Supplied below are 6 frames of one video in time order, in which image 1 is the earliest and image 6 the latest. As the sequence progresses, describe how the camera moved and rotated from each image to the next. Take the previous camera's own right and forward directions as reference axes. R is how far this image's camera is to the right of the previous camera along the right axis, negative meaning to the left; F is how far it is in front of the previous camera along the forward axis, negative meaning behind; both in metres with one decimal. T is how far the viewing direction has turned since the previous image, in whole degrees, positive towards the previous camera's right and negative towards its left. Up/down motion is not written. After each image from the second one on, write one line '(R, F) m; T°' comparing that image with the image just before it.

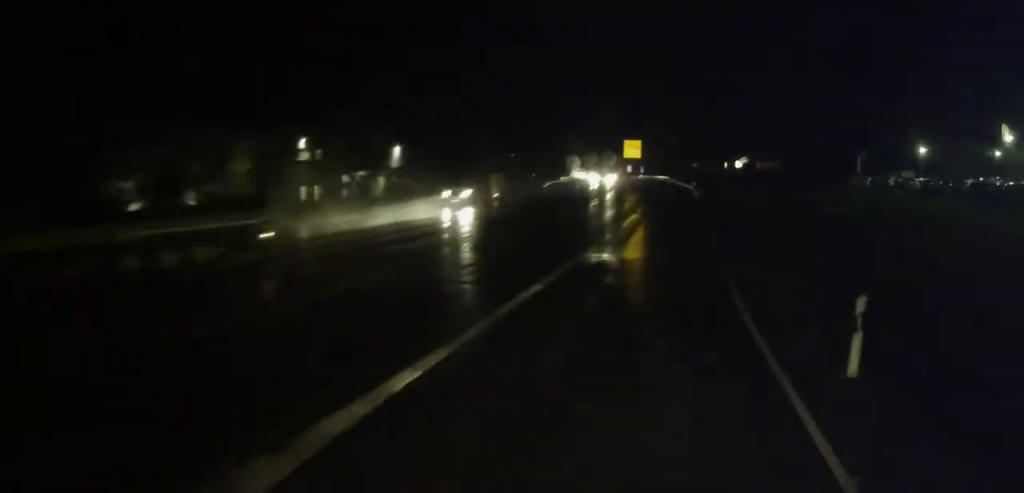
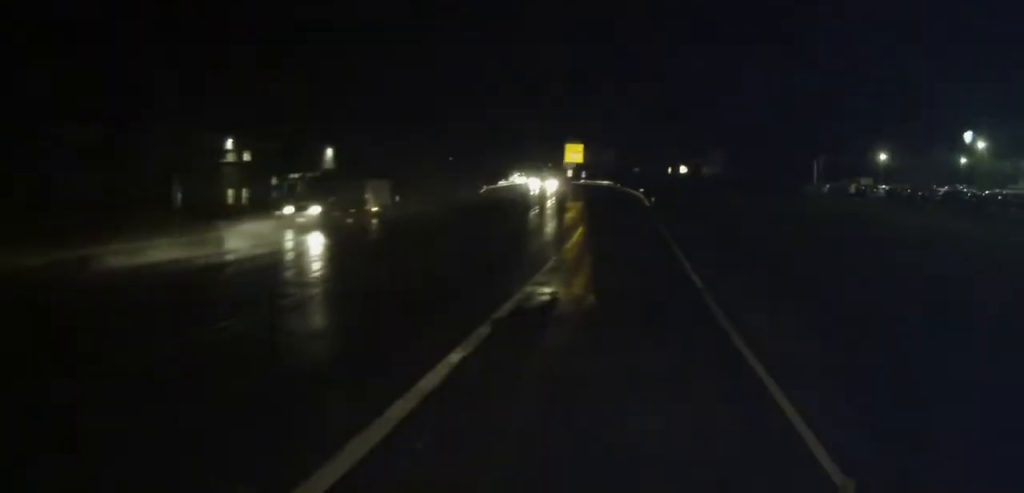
(0.0, +4.4) m; +7°
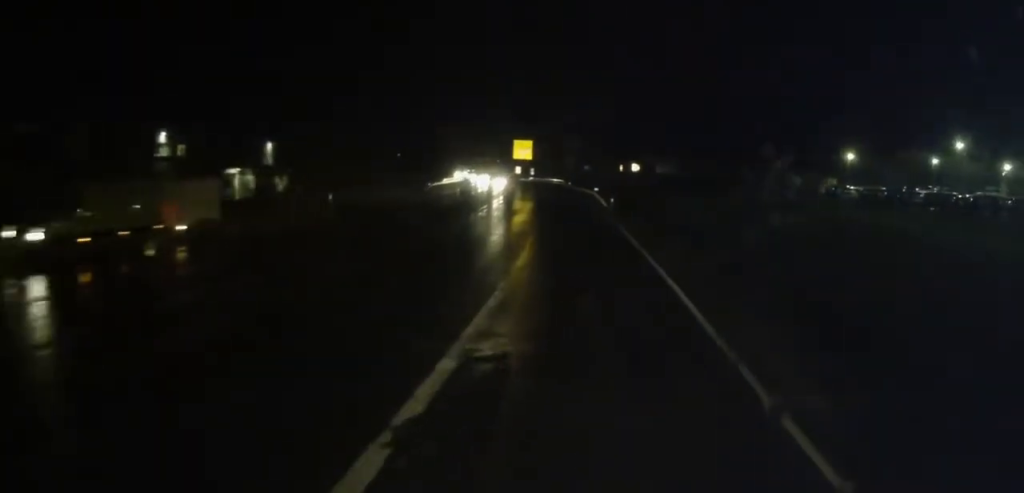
(+0.6, +4.4) m; +5°
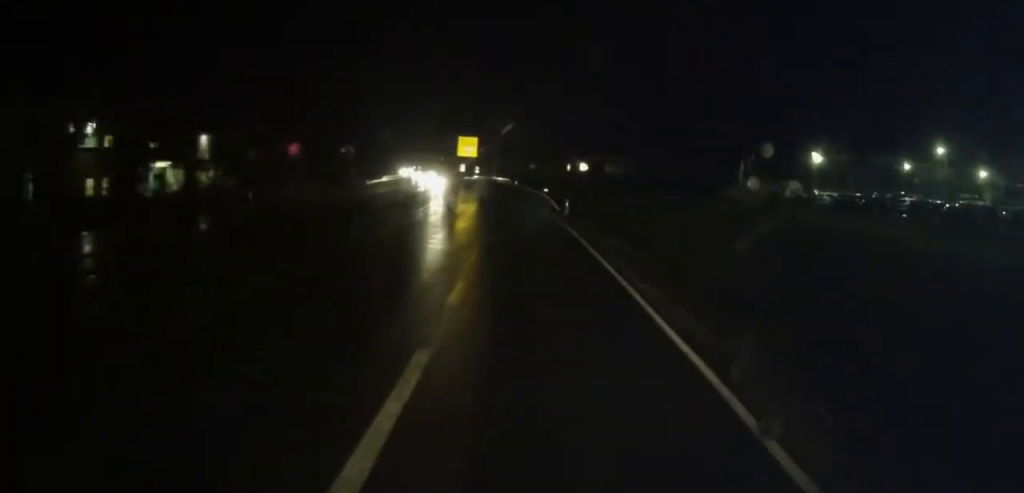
(+0.4, +5.1) m; +5°
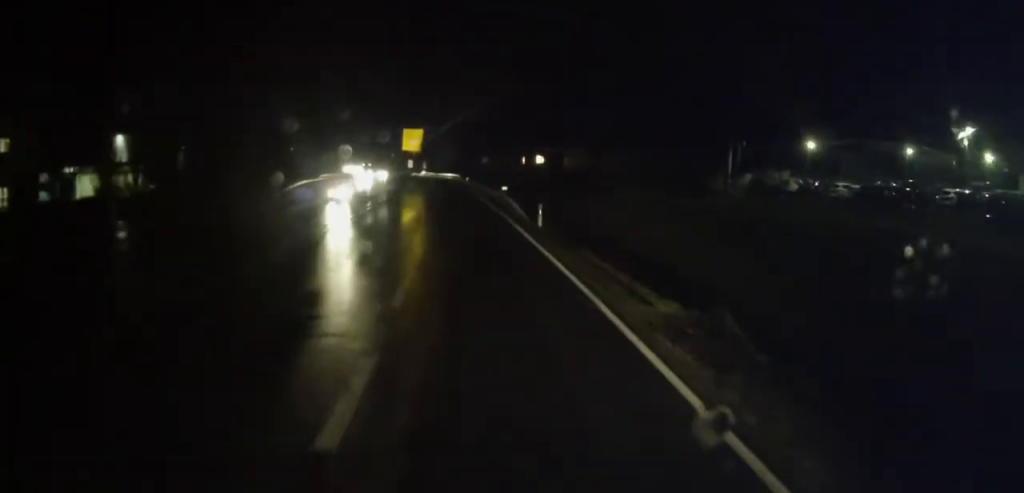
(+0.8, +11.2) m; +8°
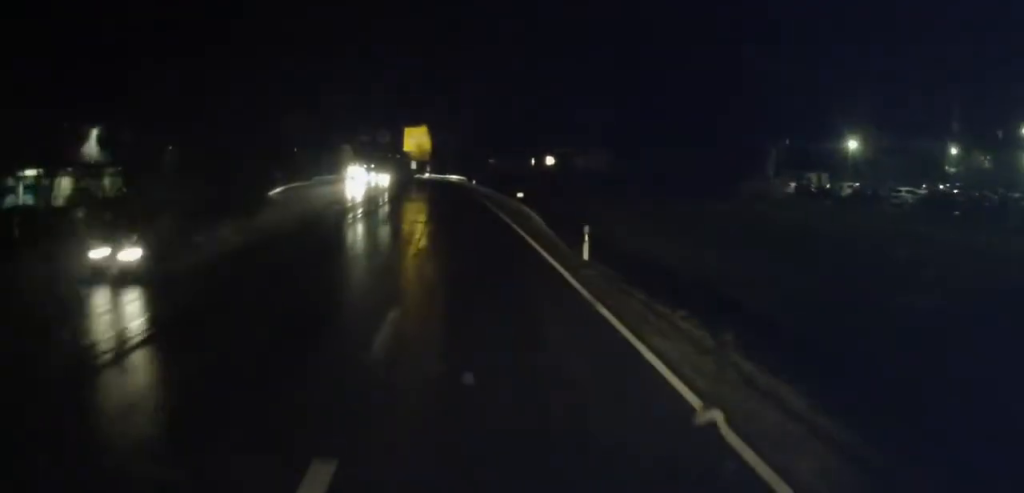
(+0.4, +8.2) m; +1°
